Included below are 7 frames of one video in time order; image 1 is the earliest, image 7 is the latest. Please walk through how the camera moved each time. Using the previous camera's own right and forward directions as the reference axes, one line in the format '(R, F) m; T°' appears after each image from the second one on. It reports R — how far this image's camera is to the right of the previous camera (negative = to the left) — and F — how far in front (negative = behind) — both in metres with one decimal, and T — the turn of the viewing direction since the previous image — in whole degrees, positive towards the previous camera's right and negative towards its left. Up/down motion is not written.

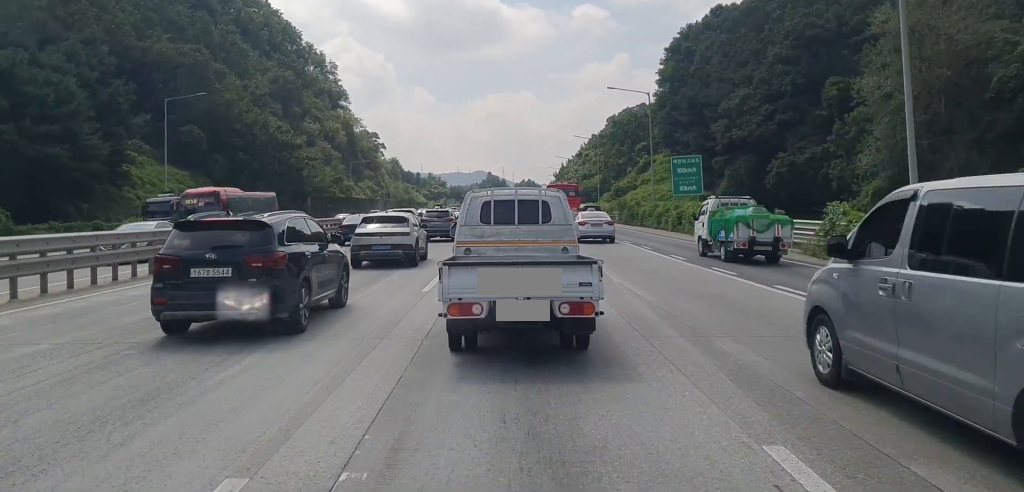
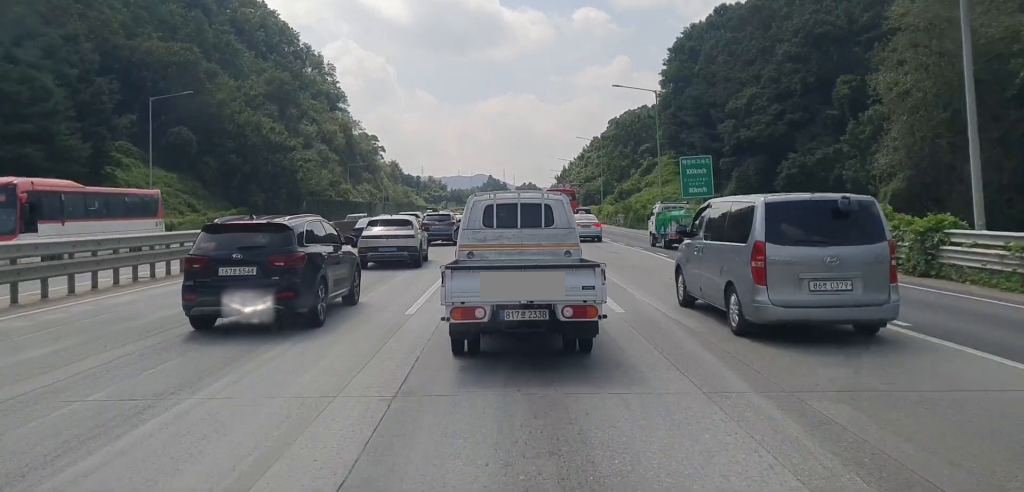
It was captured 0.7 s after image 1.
(0.0, +3.2) m; 0°
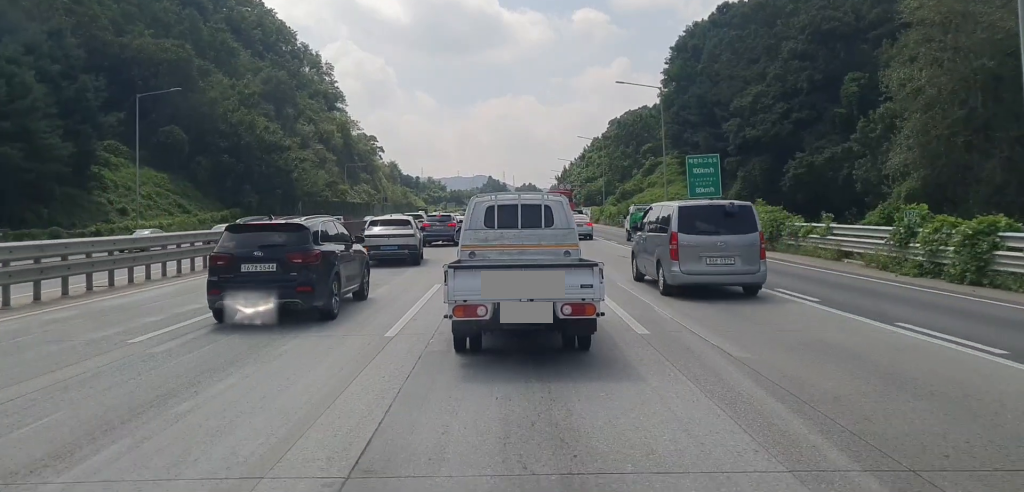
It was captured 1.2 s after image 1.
(0.0, +2.4) m; +1°
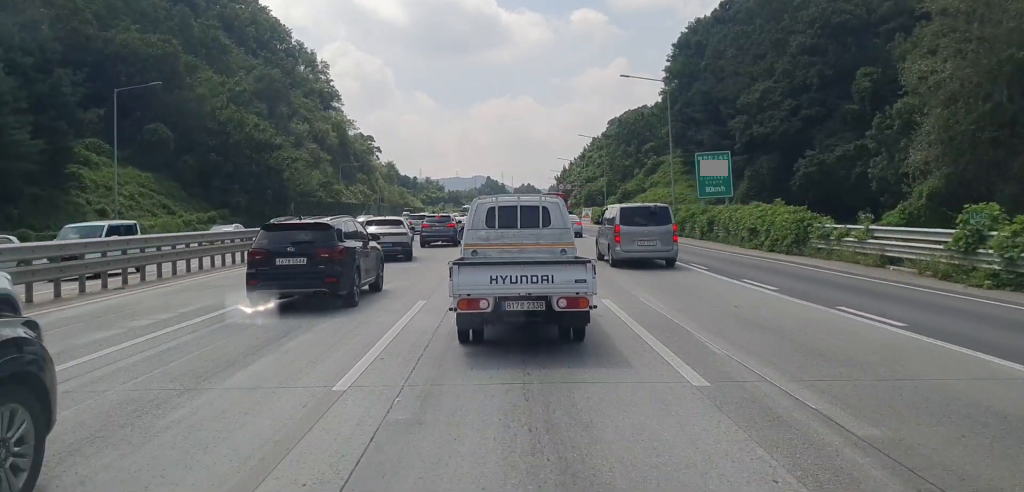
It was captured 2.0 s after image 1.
(0.0, +3.6) m; -1°
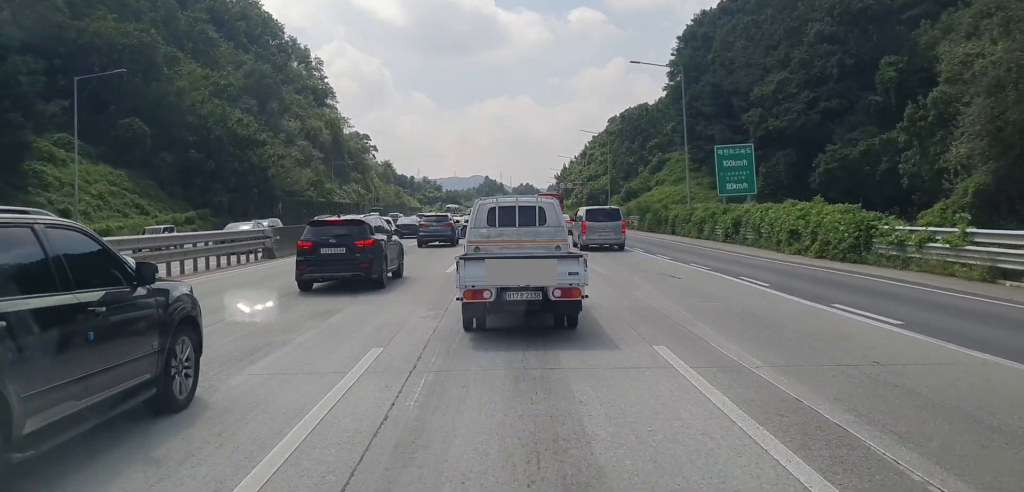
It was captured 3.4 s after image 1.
(-0.3, +5.4) m; 0°
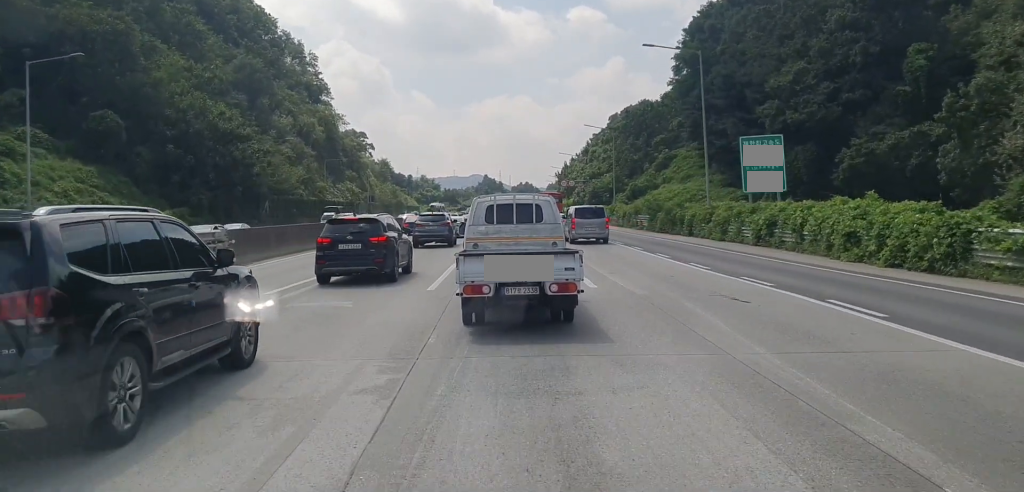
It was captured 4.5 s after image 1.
(+0.4, +5.0) m; +1°
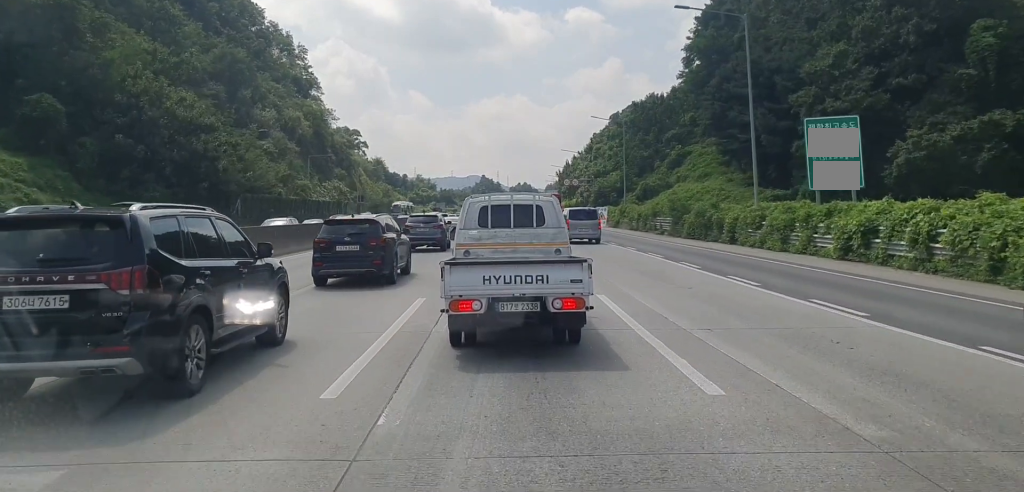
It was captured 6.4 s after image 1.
(-0.3, +9.7) m; +2°
